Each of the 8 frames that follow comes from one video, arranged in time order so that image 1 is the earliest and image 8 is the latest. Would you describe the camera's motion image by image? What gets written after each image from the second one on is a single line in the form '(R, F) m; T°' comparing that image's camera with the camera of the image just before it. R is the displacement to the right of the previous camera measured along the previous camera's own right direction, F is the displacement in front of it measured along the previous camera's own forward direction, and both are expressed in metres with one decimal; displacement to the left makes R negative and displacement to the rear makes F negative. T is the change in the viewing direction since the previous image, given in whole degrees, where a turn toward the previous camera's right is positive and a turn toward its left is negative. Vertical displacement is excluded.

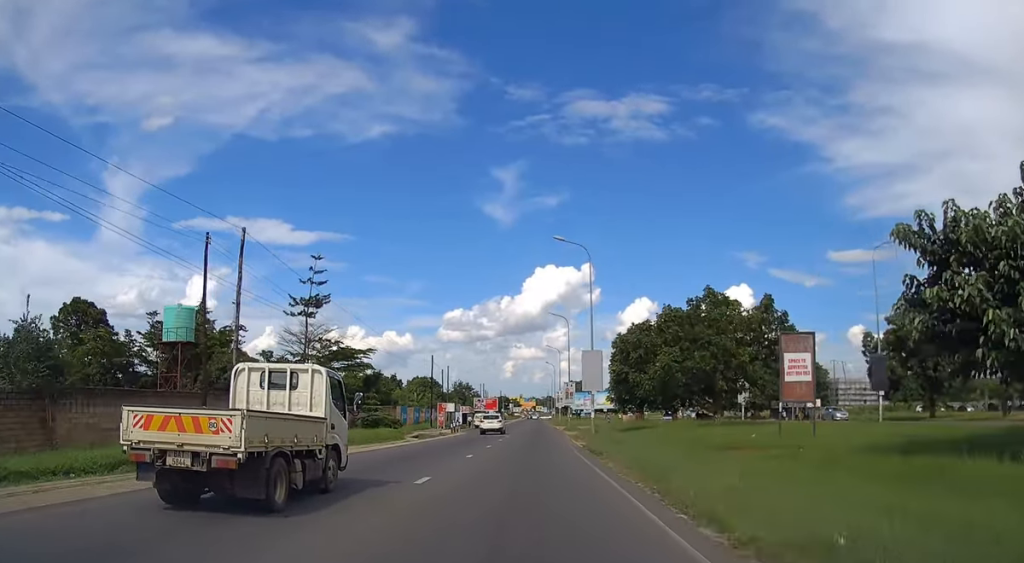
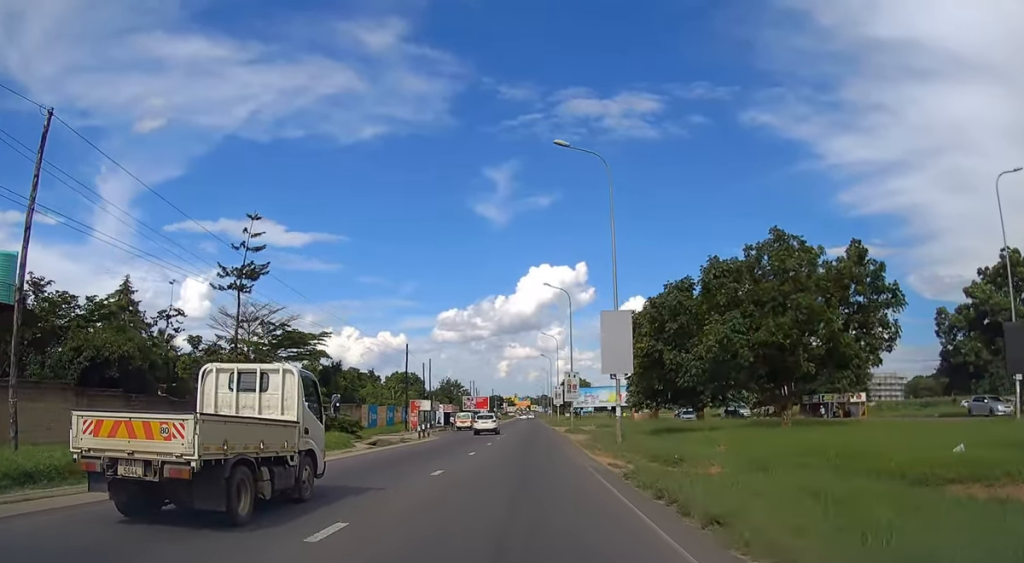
(0.0, +15.6) m; +1°
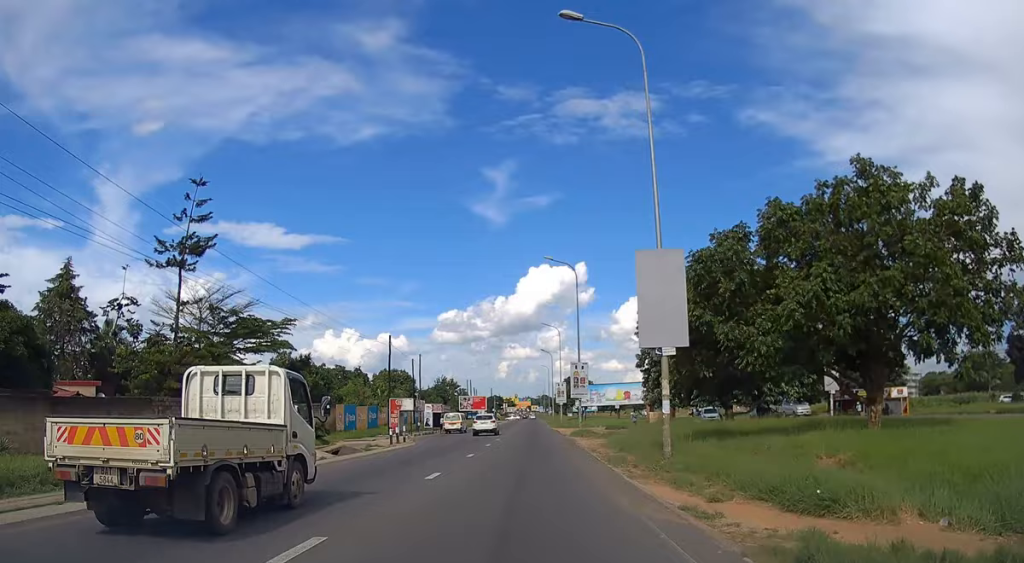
(+0.2, +9.9) m; 0°
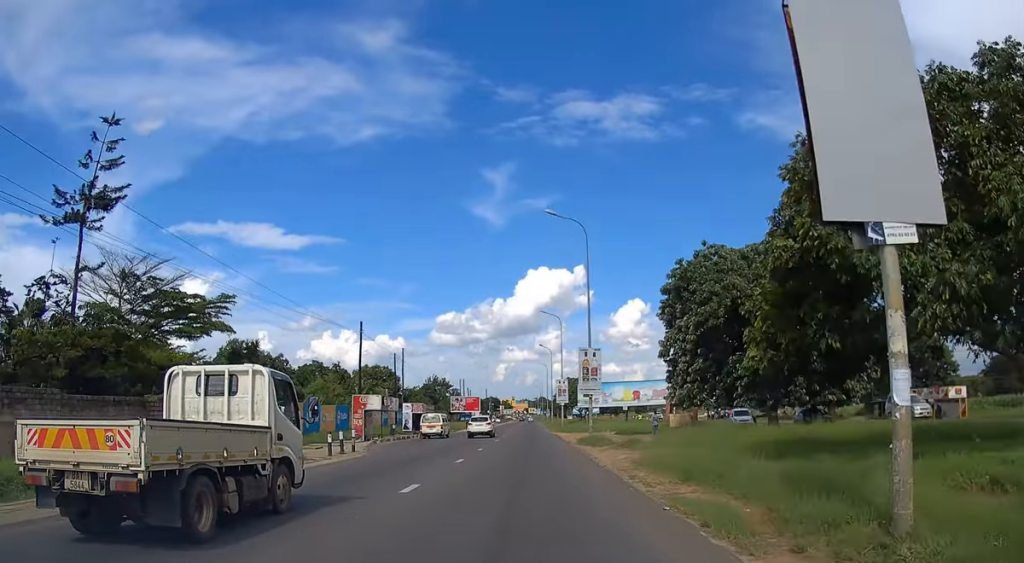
(0.0, +11.5) m; 0°
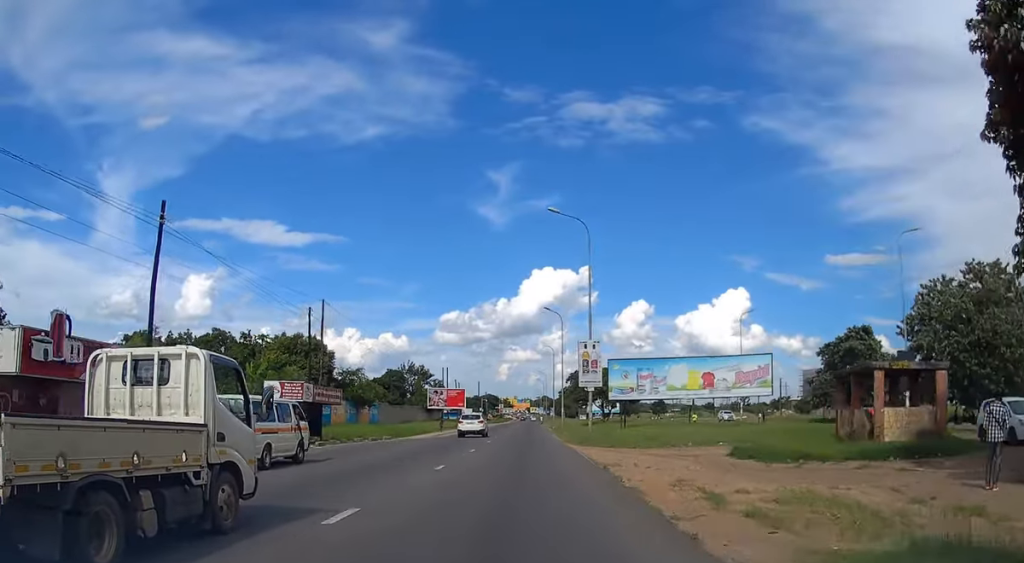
(0.0, +35.5) m; 0°
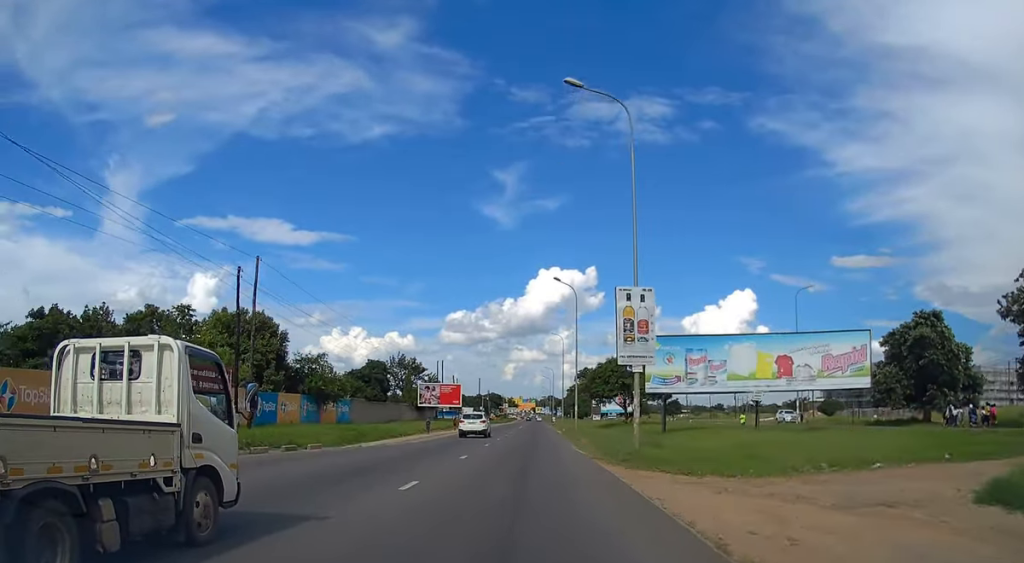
(0.0, +15.1) m; 0°
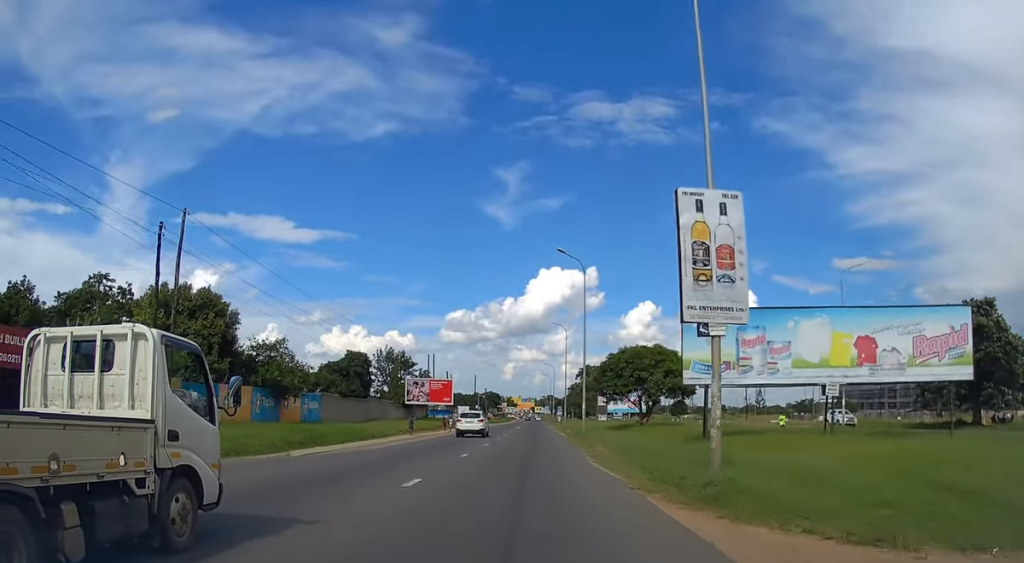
(0.0, +9.6) m; 0°
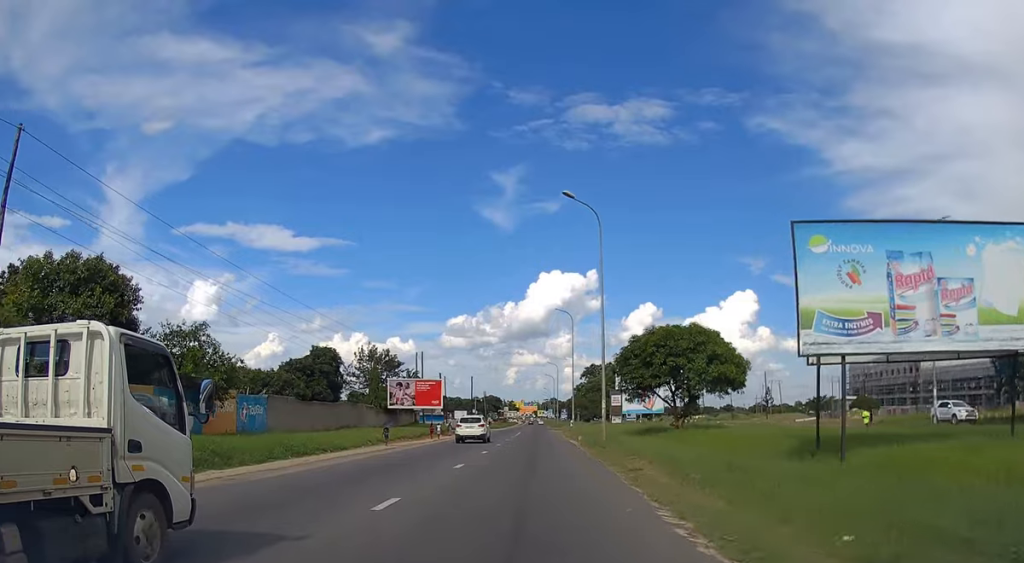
(+0.1, +12.6) m; -1°
